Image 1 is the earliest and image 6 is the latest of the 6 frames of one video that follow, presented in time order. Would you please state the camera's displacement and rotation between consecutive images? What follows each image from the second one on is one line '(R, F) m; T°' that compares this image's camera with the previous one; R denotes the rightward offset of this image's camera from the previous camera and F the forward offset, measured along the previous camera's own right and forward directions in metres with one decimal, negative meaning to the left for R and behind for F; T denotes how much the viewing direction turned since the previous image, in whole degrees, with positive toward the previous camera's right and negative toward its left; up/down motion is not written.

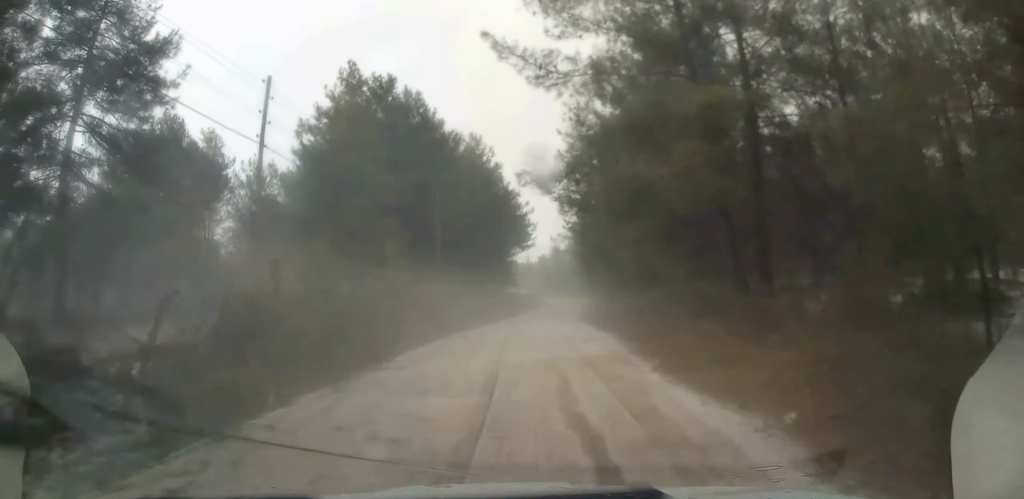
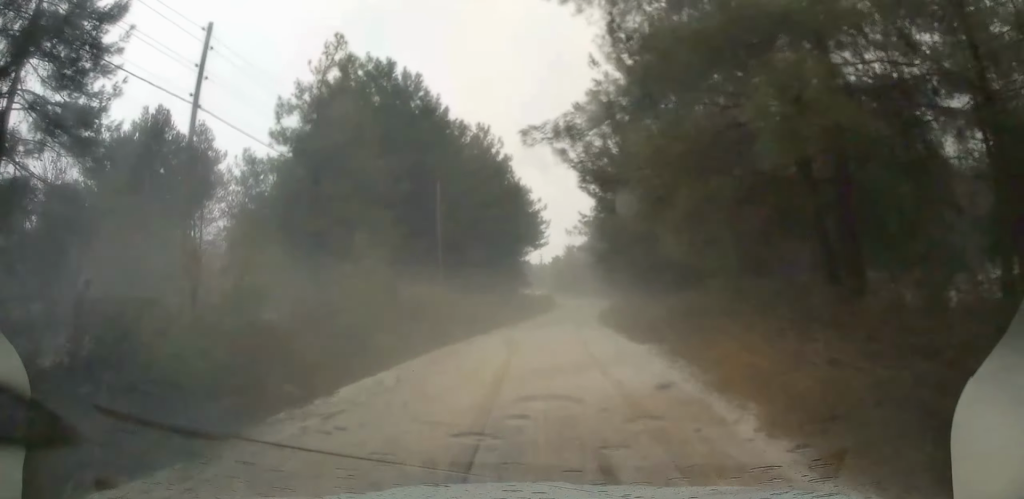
(+0.1, +4.0) m; +4°
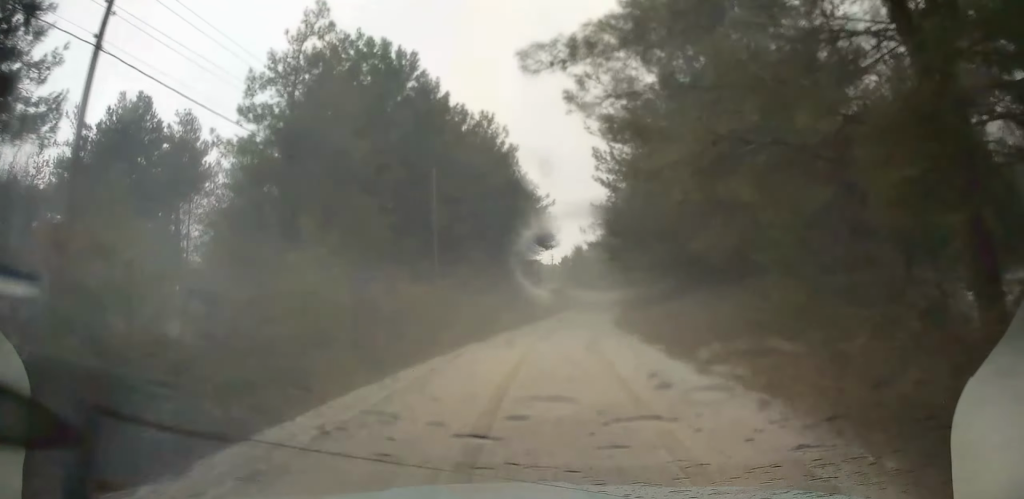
(+0.3, +3.8) m; +6°
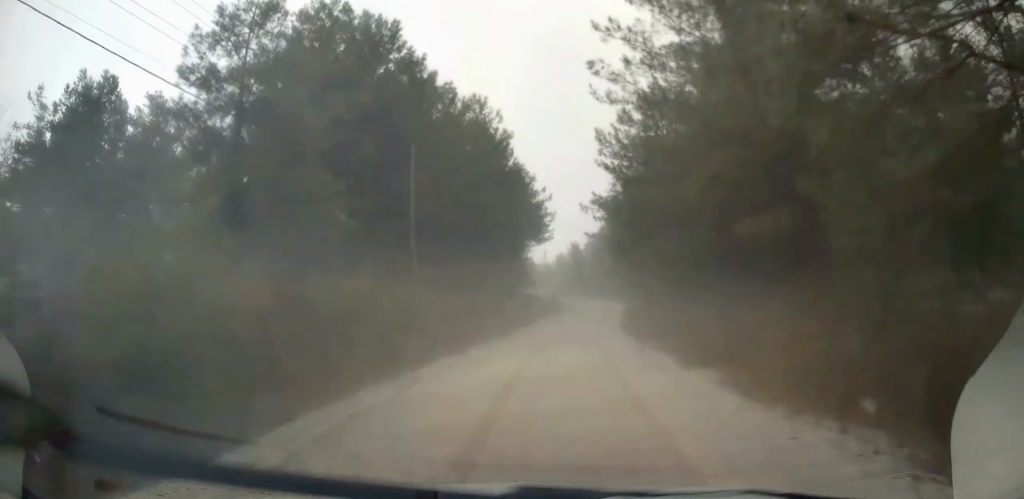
(+0.2, +4.4) m; +1°
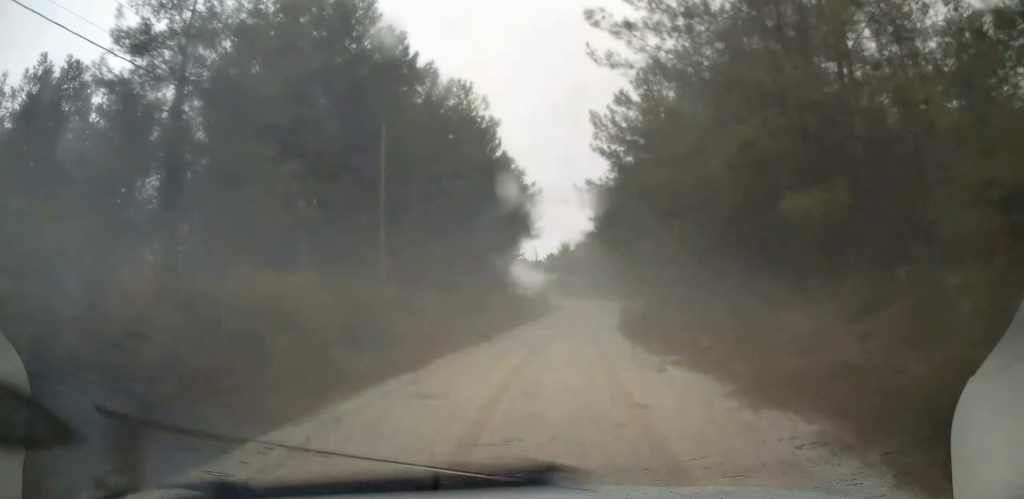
(-0.1, +3.5) m; -2°
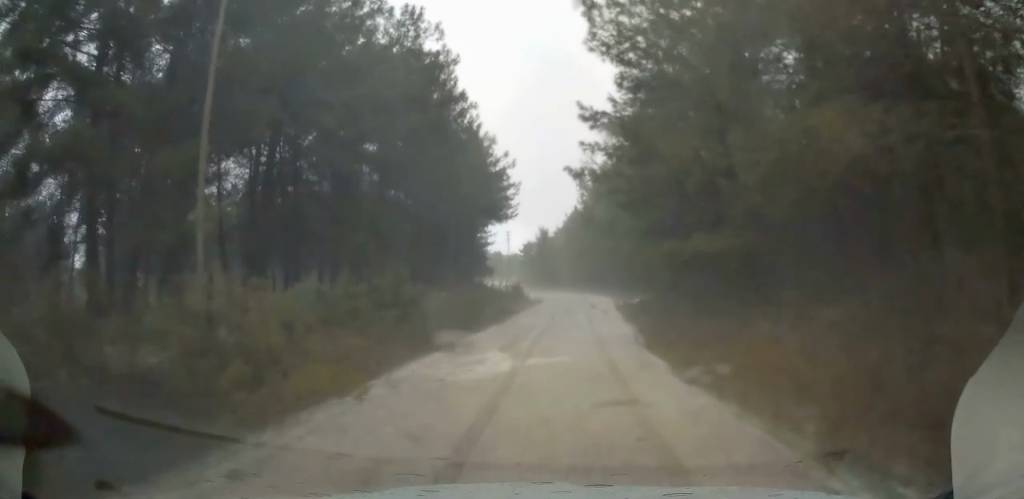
(+0.2, +11.8) m; +4°
